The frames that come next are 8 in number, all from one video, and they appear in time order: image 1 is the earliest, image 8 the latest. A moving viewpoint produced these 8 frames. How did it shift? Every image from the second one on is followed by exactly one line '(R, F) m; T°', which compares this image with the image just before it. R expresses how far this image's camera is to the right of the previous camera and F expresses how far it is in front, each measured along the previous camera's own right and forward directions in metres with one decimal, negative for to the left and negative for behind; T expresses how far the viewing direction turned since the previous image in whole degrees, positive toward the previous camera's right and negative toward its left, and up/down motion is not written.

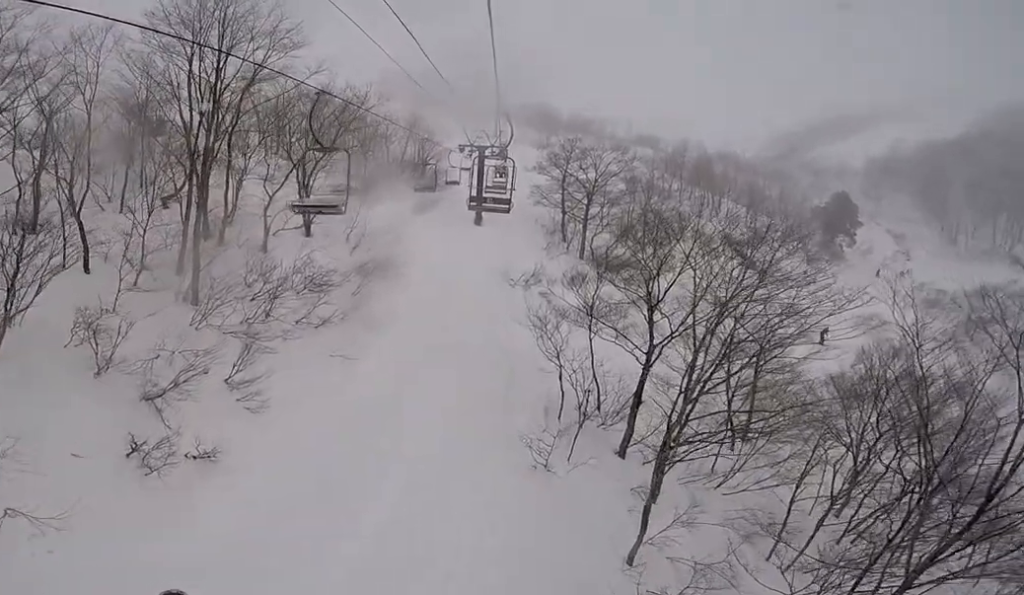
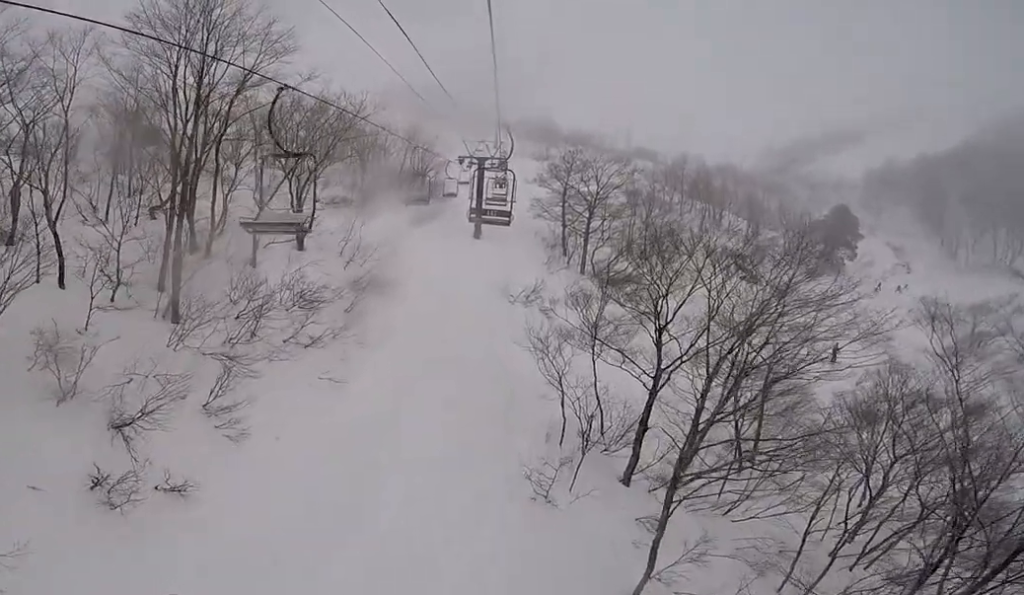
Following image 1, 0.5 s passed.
(0.0, +0.9) m; 0°
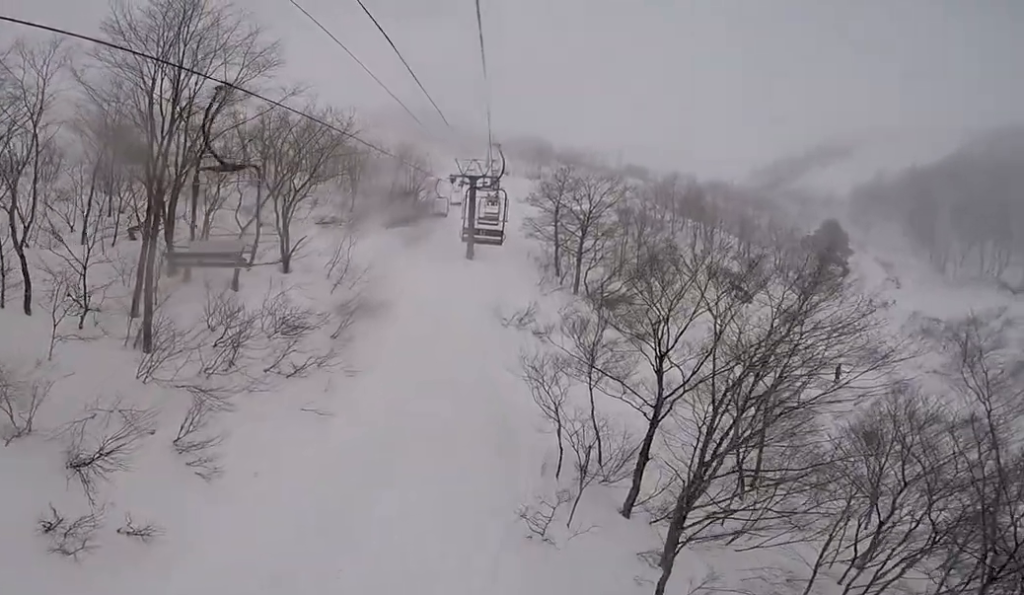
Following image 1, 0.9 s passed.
(0.0, +0.9) m; 0°
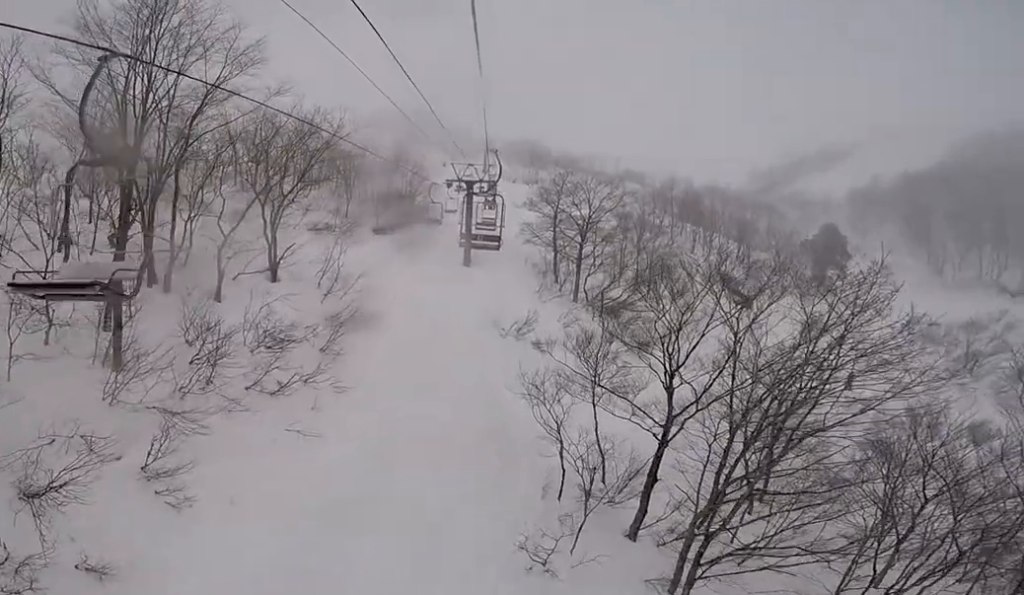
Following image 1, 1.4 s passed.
(0.0, +1.0) m; 0°
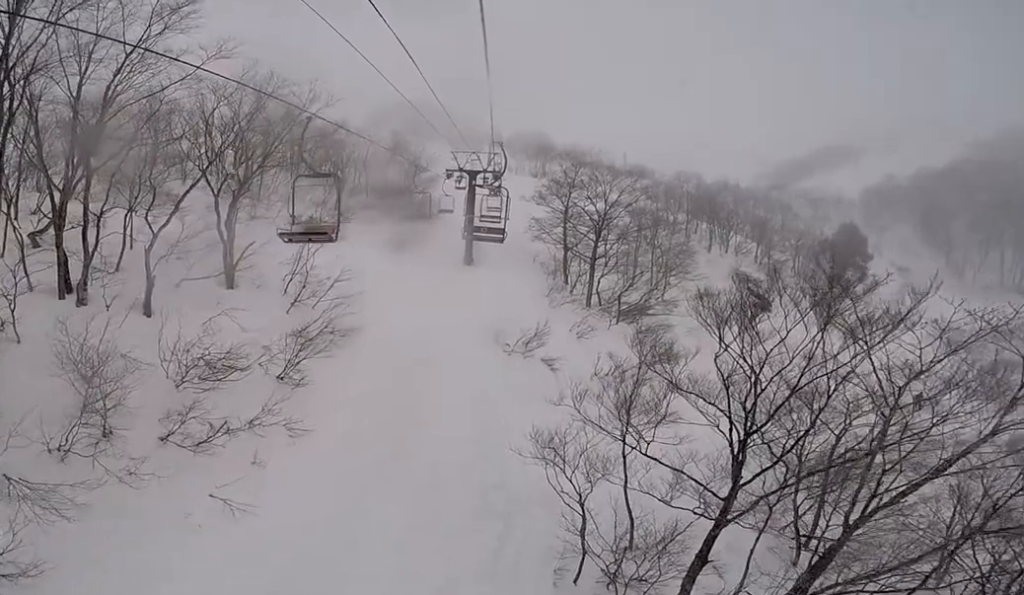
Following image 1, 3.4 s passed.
(0.0, +3.8) m; 0°
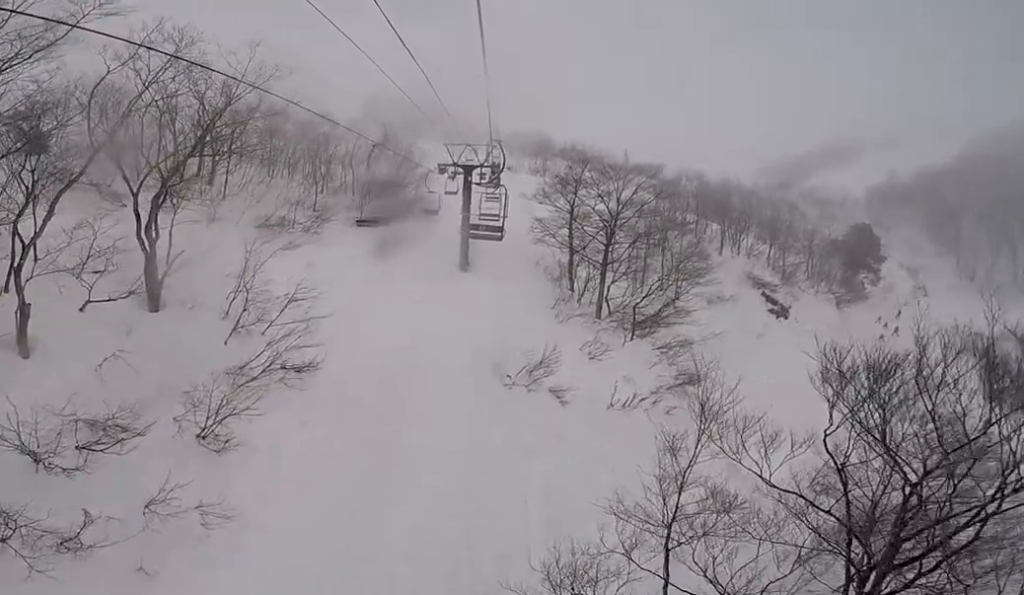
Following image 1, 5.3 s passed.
(0.0, +3.9) m; 0°
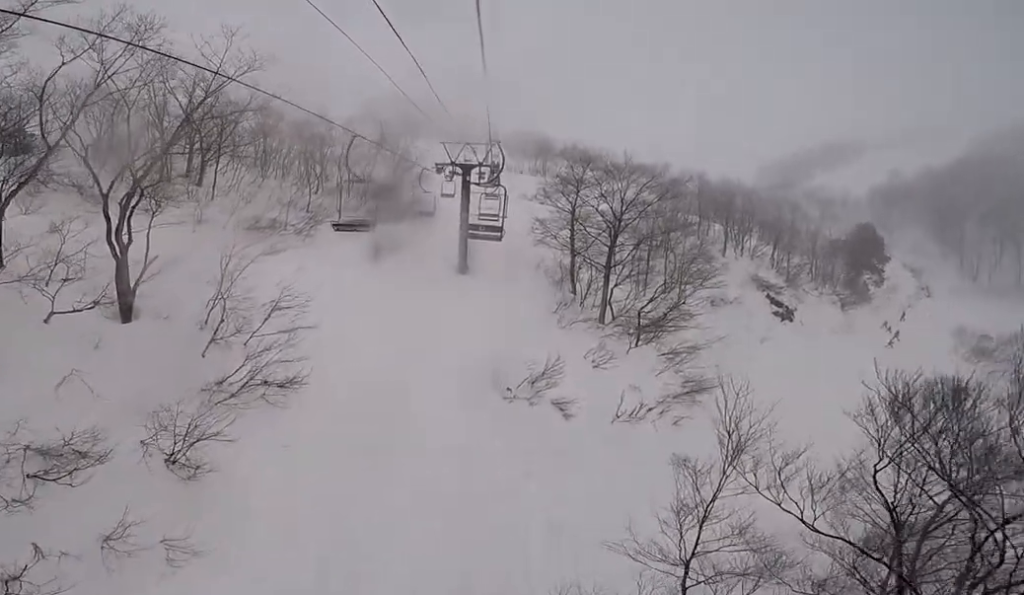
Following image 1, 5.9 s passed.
(0.0, +1.1) m; 0°
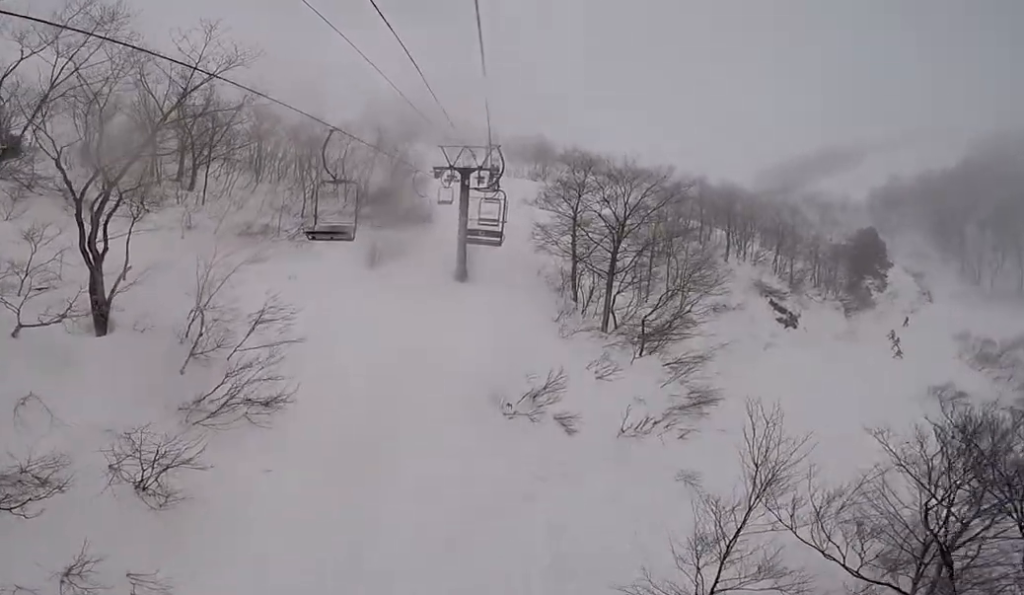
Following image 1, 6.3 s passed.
(0.0, +0.9) m; 0°
